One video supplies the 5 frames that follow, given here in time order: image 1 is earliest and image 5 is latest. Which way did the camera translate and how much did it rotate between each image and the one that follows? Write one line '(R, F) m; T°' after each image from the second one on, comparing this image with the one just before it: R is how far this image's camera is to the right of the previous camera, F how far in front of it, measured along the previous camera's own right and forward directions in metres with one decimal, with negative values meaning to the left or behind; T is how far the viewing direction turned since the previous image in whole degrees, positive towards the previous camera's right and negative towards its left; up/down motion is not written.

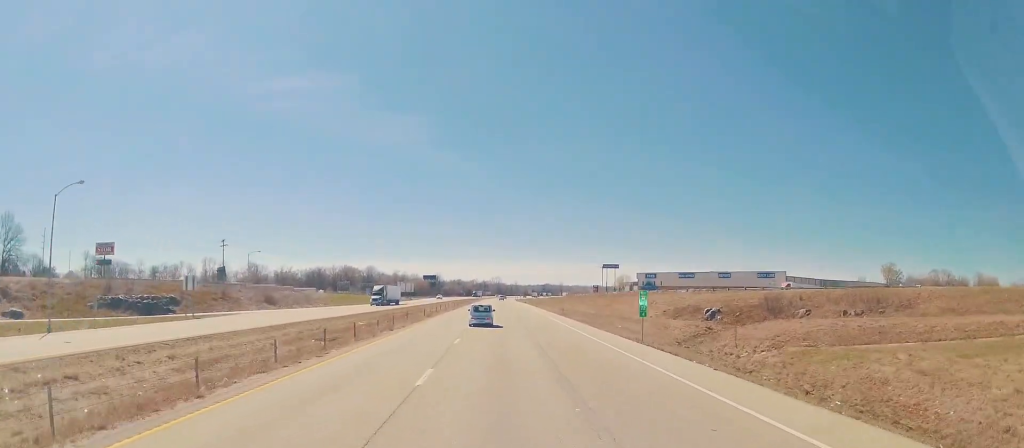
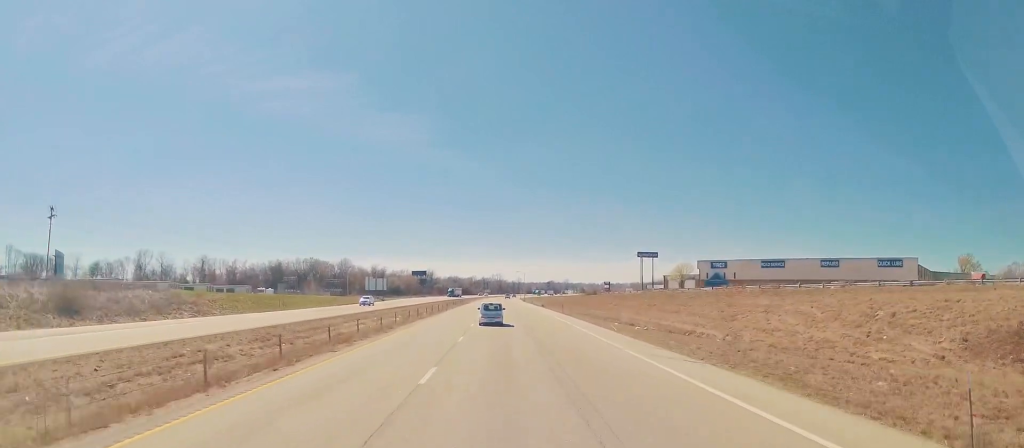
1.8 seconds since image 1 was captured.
(+0.3, +59.6) m; +1°
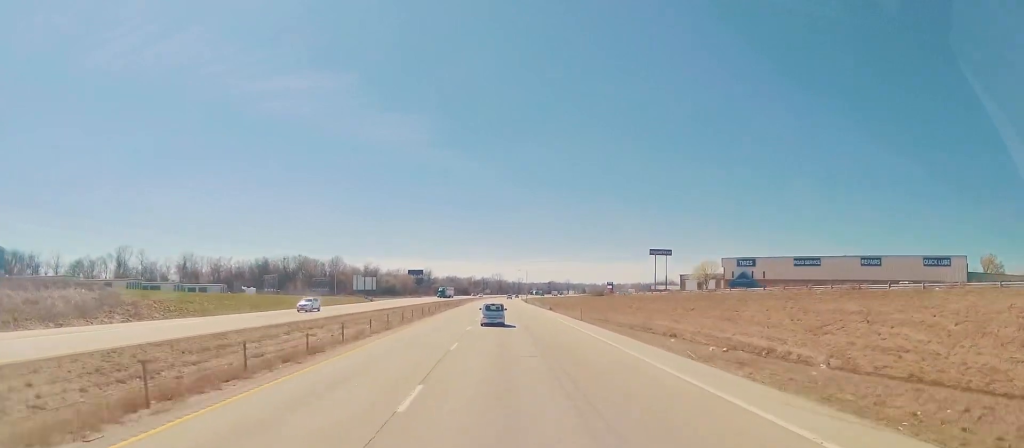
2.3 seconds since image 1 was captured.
(-0.1, +14.3) m; 0°
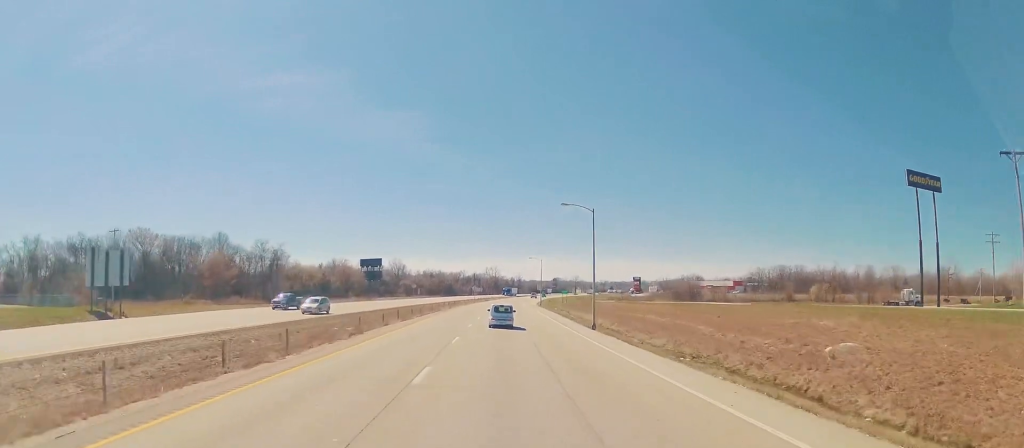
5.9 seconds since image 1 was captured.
(+2.0, +117.4) m; +1°
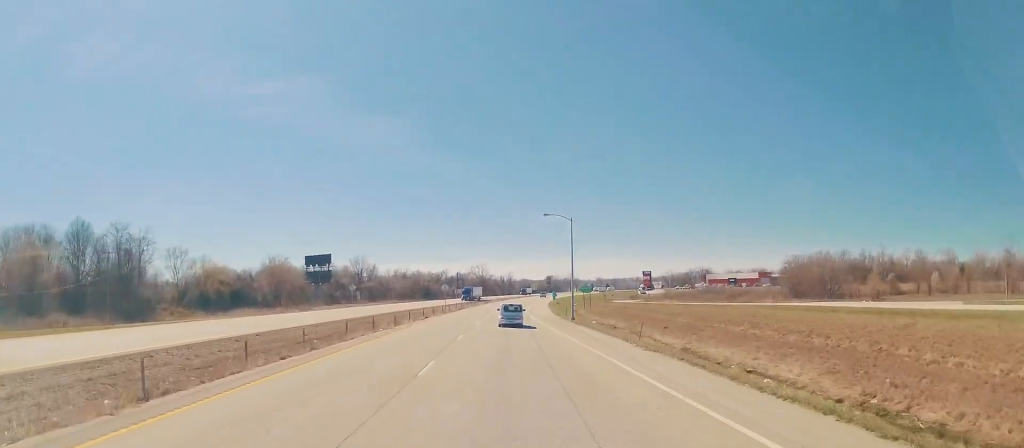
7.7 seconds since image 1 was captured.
(+0.5, +58.2) m; +2°
